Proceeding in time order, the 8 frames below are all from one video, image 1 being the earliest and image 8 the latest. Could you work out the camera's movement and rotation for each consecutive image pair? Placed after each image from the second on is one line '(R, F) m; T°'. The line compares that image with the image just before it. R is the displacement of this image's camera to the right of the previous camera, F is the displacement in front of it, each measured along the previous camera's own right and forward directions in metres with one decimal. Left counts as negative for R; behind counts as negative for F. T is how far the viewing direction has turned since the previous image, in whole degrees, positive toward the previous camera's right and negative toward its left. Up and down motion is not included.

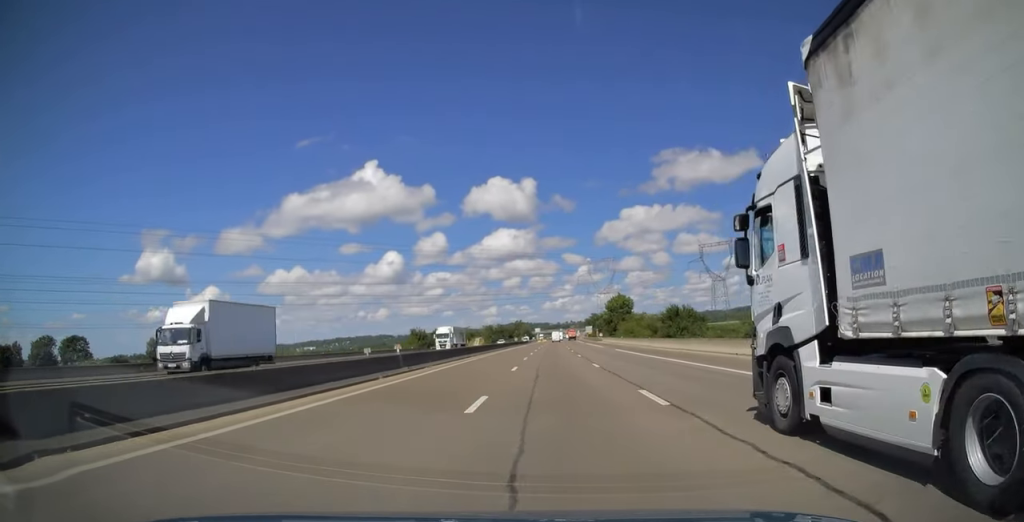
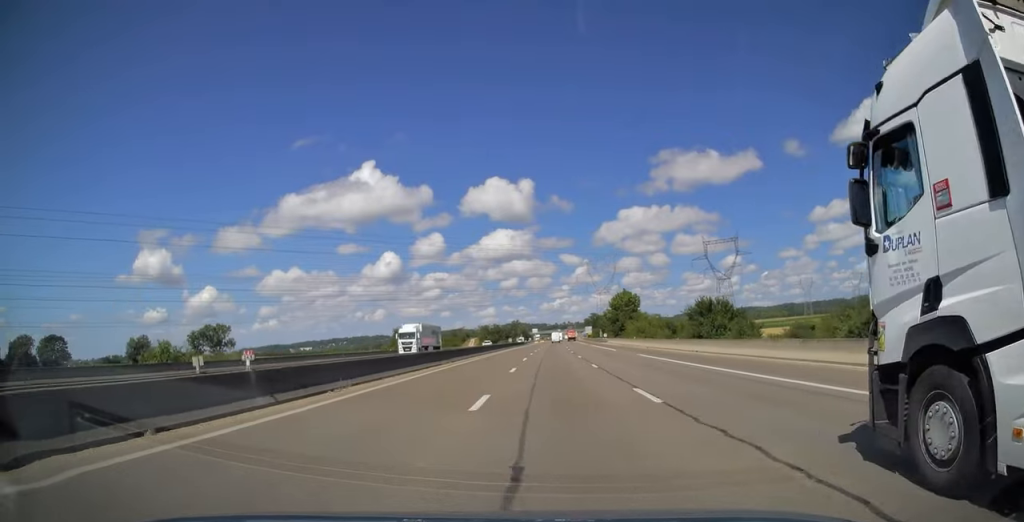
(0.0, +13.4) m; 0°
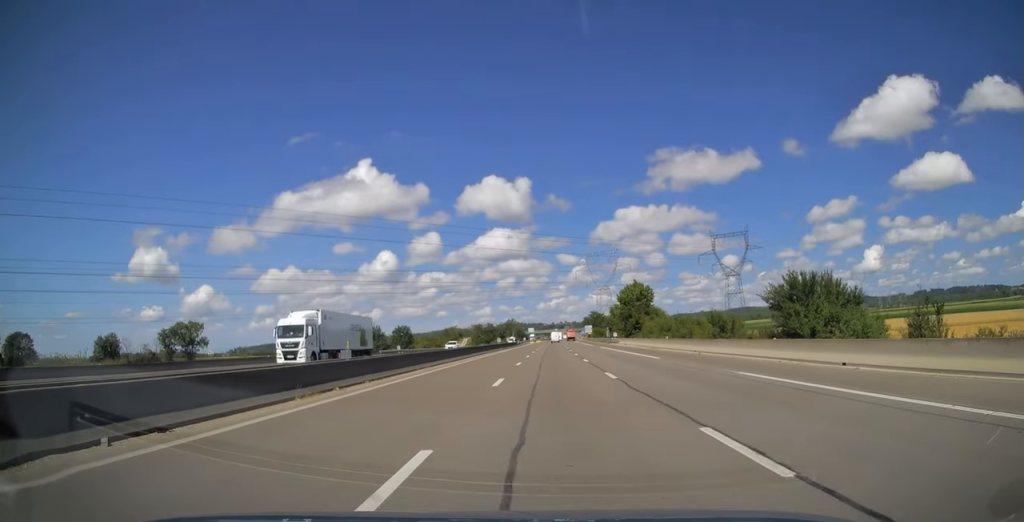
(+0.3, +19.8) m; +1°
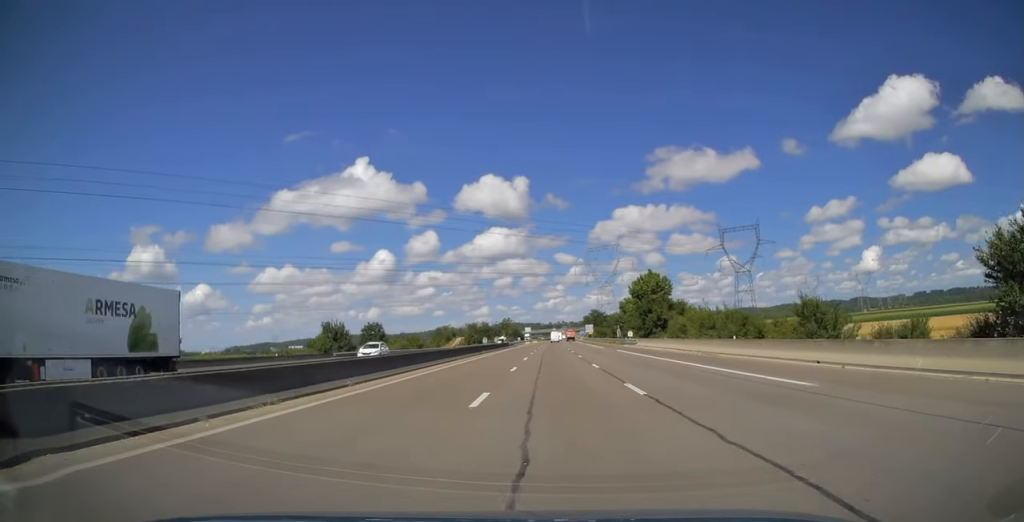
(+0.1, +18.2) m; 0°
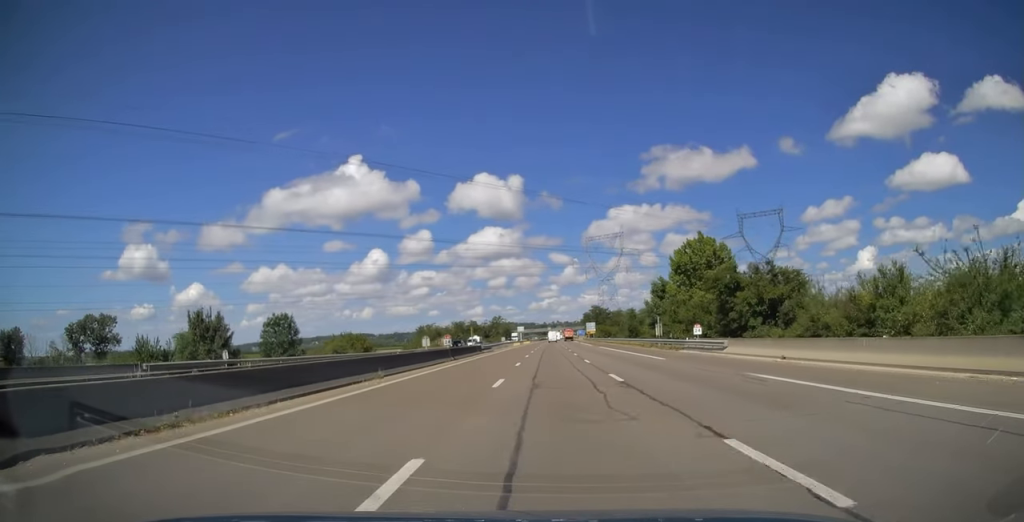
(0.0, +33.7) m; 0°
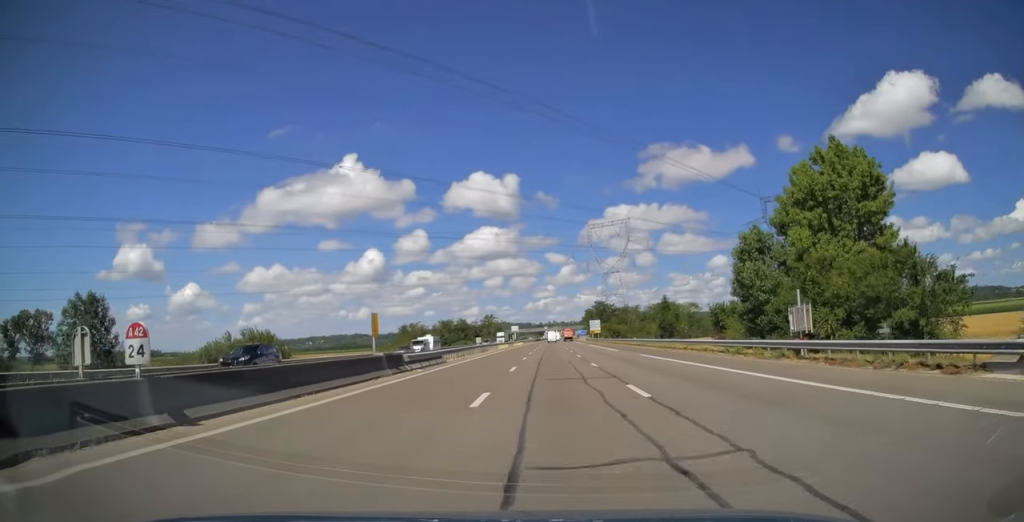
(0.0, +30.5) m; 0°
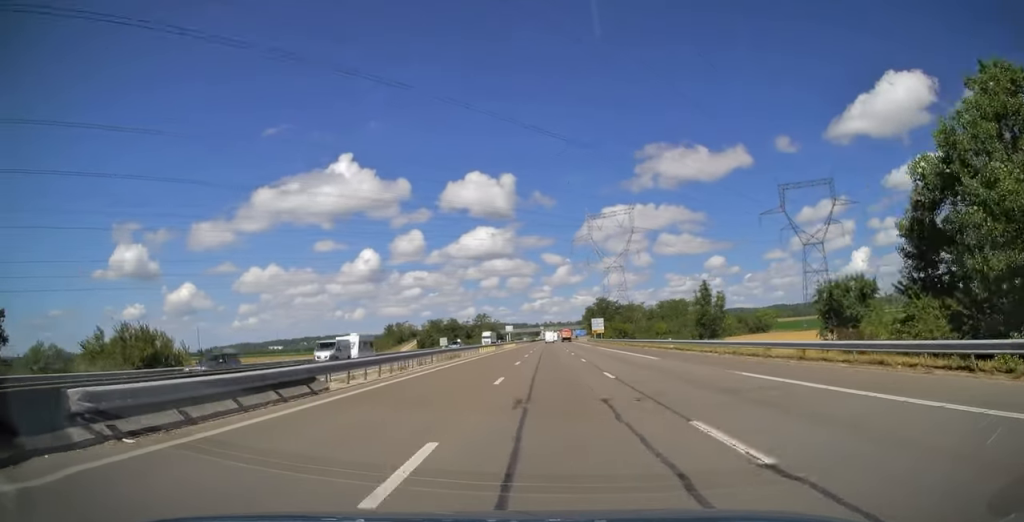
(-0.1, +19.8) m; +1°
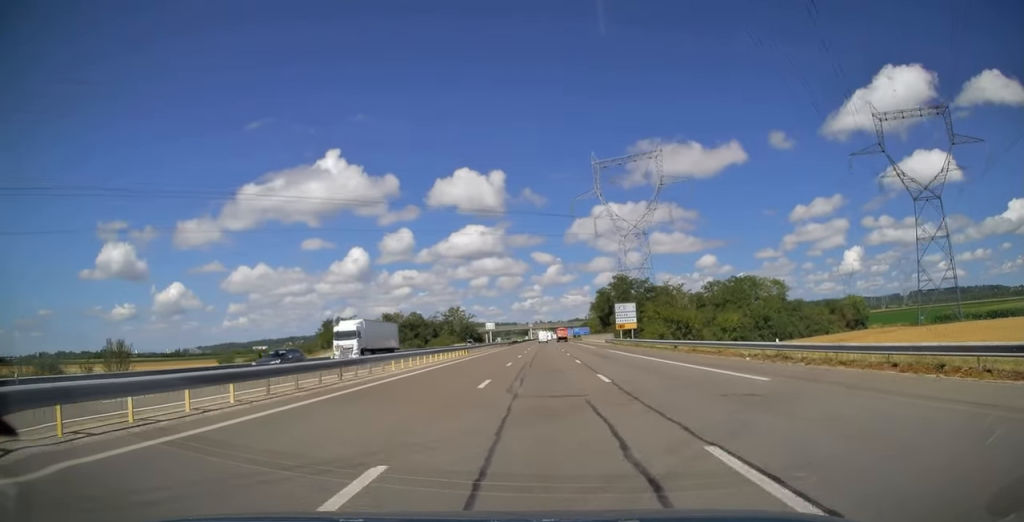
(+0.9, +66.3) m; +1°
